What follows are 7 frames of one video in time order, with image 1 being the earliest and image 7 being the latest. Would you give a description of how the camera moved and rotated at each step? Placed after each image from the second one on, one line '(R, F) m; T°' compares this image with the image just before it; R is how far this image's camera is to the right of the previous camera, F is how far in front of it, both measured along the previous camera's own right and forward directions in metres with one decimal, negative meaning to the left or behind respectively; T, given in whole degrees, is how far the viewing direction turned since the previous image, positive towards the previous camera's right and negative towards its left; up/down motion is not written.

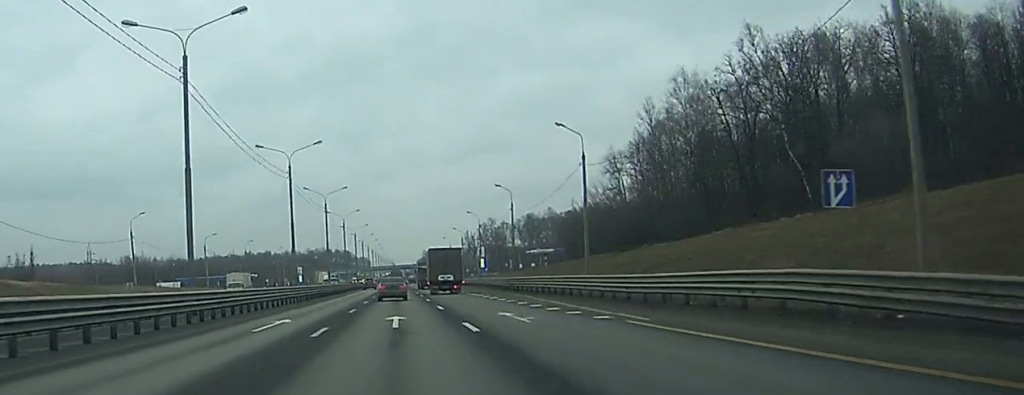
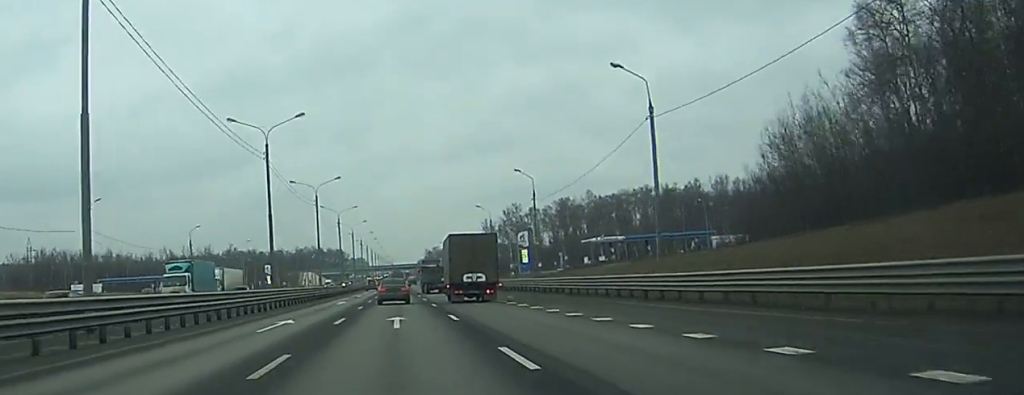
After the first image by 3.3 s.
(0.0, +96.6) m; 0°
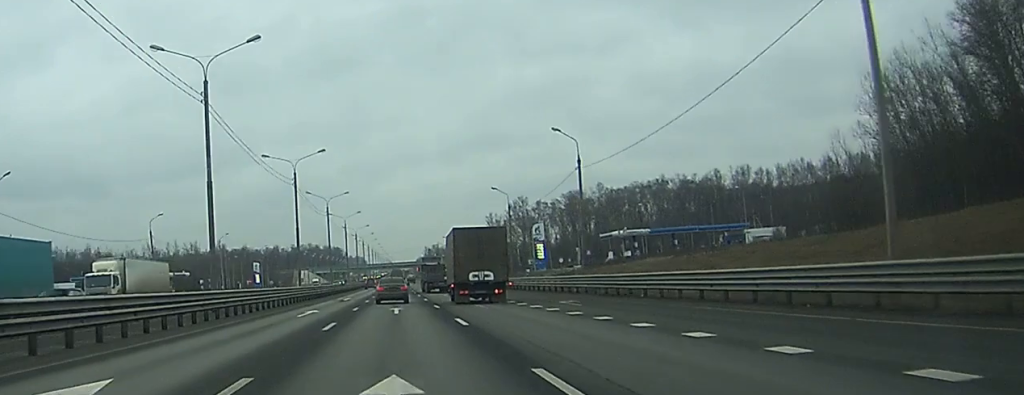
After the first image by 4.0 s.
(0.0, +20.7) m; 0°
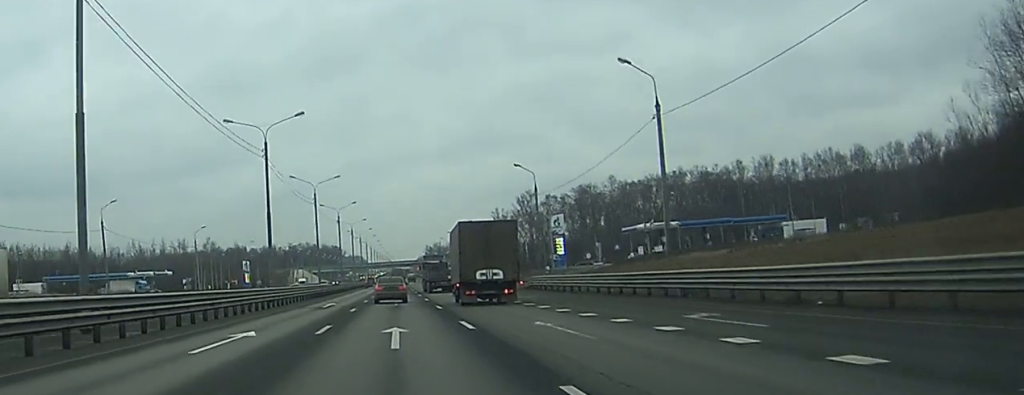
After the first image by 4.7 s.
(+0.1, +18.4) m; 0°
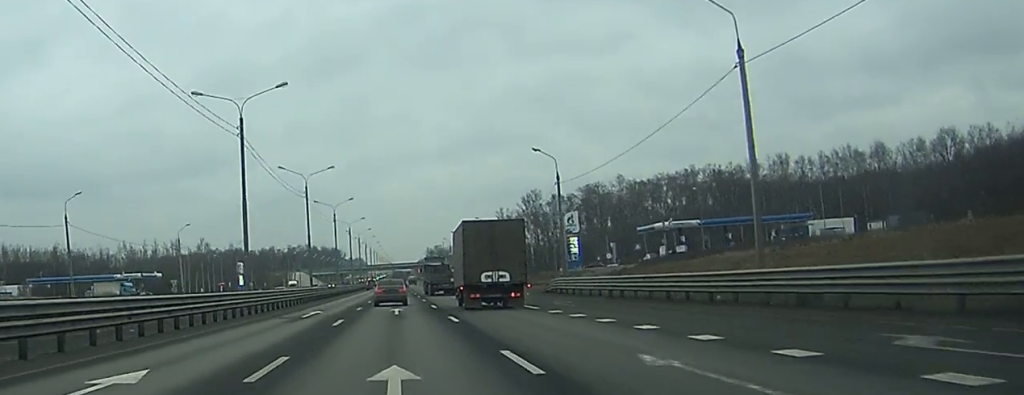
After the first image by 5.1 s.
(0.0, +10.2) m; 0°
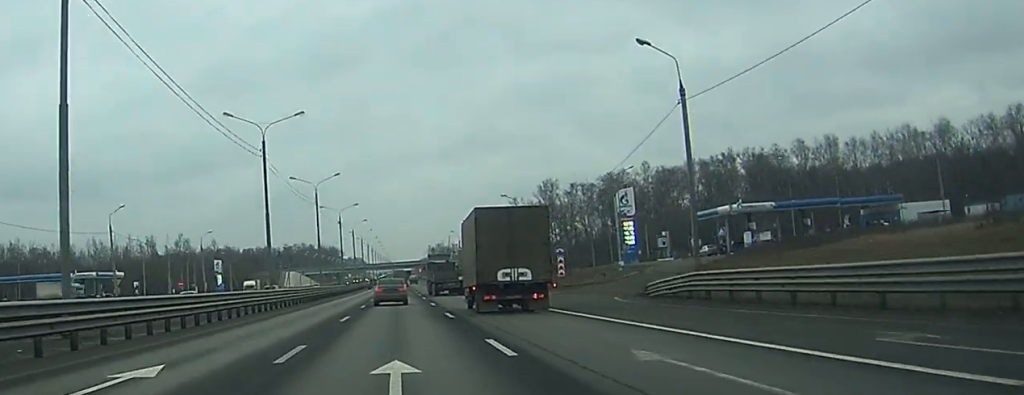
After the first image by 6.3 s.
(-0.1, +28.6) m; 0°
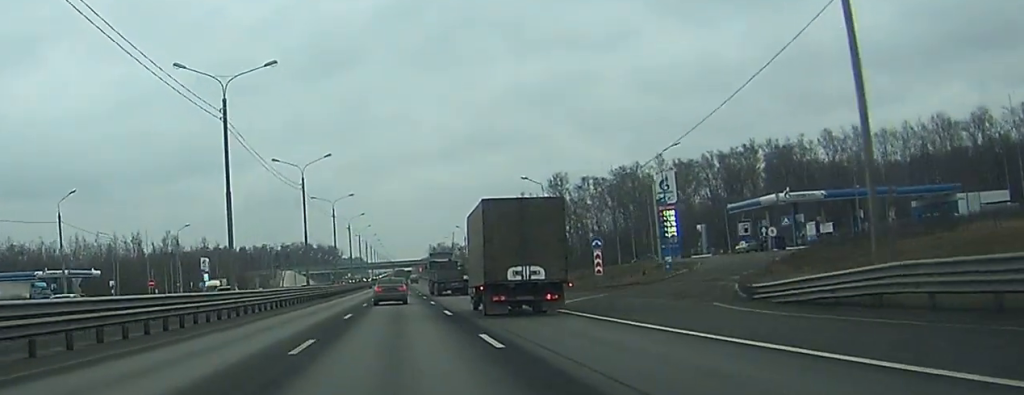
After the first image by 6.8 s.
(0.0, +14.2) m; 0°
